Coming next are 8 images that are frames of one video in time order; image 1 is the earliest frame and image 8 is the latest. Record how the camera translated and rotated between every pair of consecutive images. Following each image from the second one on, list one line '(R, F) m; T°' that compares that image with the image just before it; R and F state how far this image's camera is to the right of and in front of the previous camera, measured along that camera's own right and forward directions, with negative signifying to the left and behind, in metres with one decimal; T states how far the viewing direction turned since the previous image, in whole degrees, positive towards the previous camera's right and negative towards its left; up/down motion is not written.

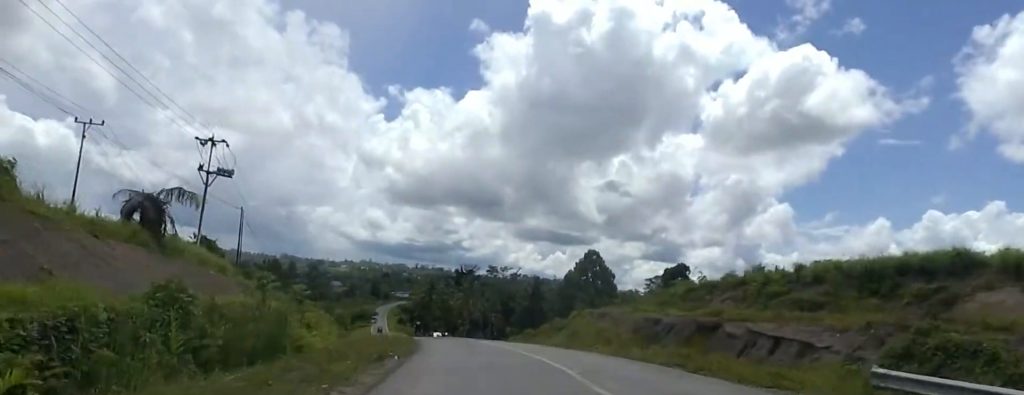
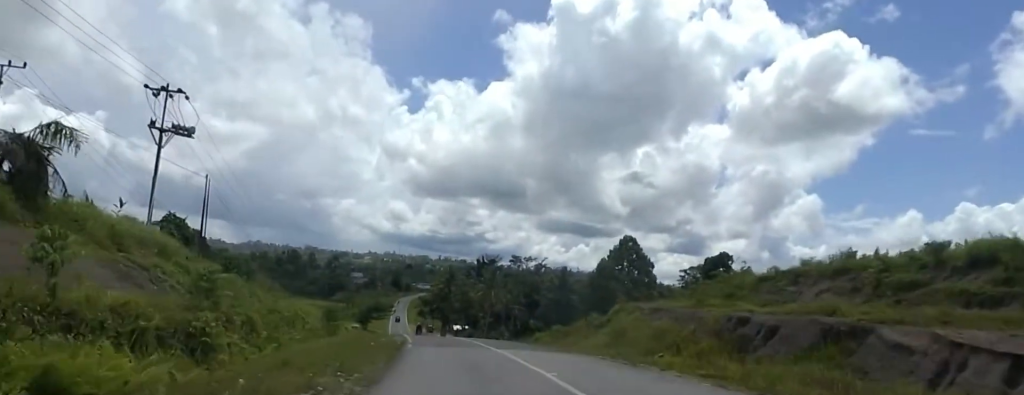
(-0.9, +9.6) m; 0°
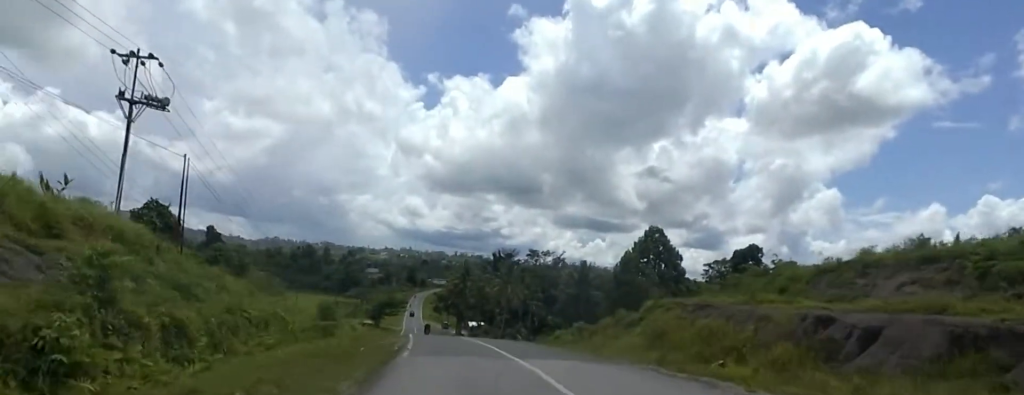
(+0.1, +5.0) m; -1°
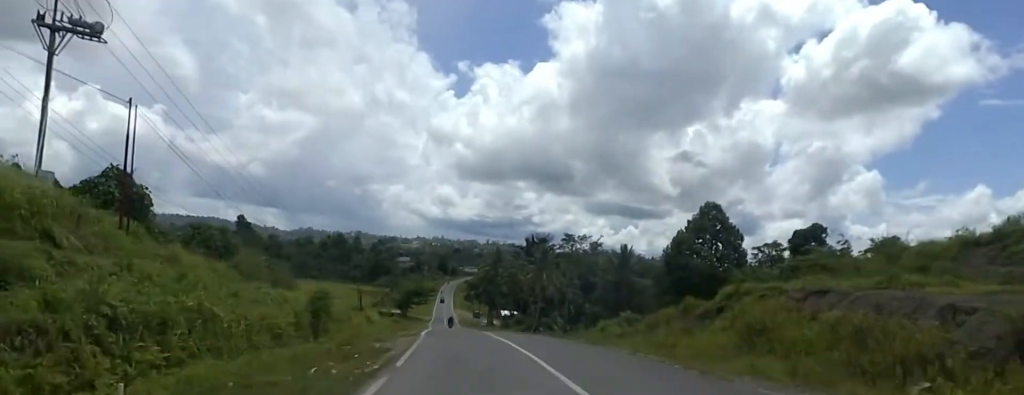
(+1.0, +8.3) m; -4°
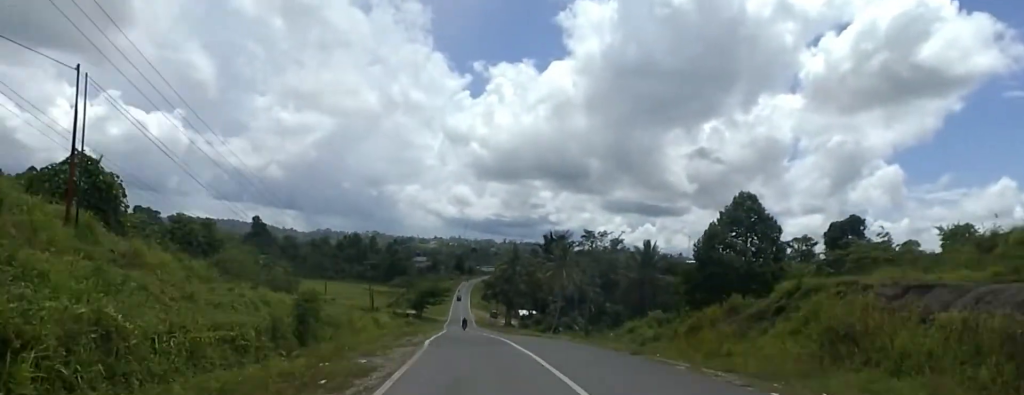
(-0.8, +4.5) m; 0°
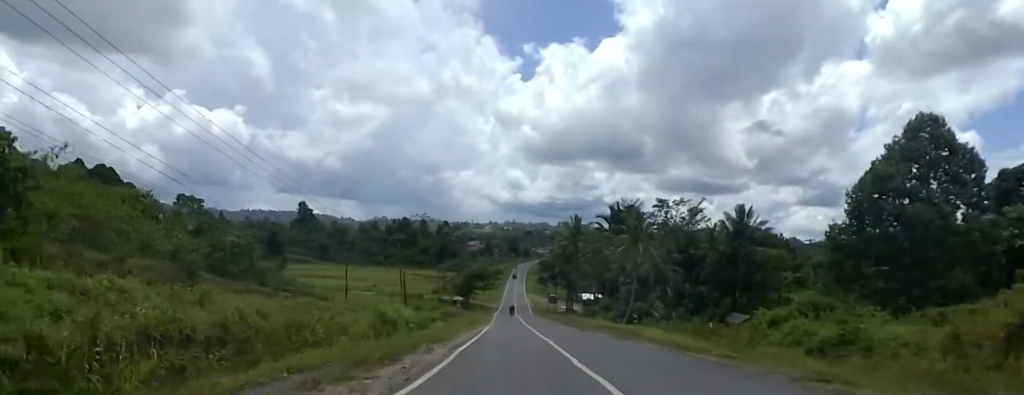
(+0.7, +17.6) m; 0°
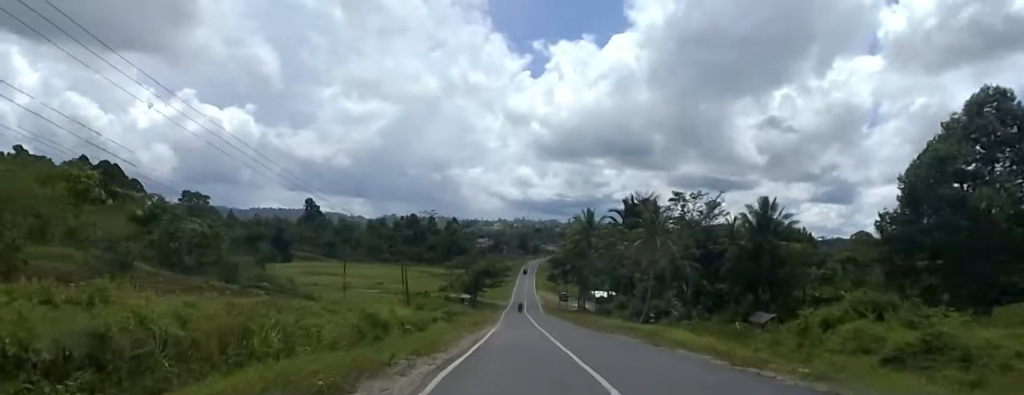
(-0.7, +4.6) m; -2°
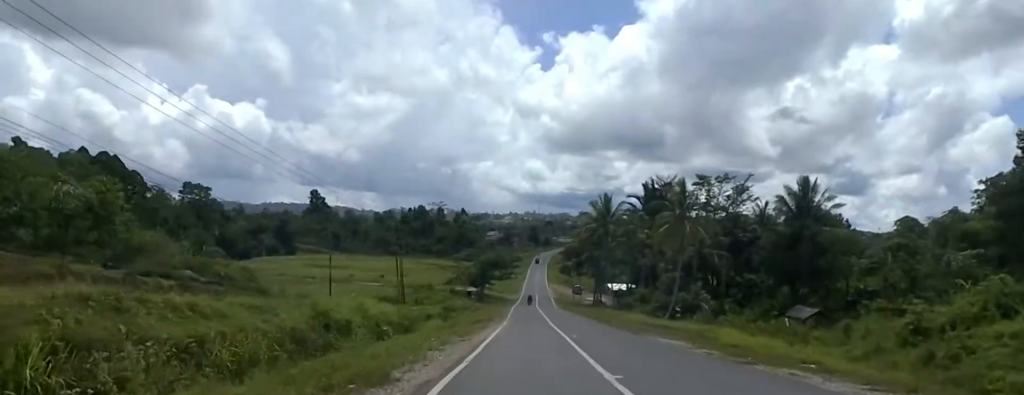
(-1.1, +8.1) m; -3°
